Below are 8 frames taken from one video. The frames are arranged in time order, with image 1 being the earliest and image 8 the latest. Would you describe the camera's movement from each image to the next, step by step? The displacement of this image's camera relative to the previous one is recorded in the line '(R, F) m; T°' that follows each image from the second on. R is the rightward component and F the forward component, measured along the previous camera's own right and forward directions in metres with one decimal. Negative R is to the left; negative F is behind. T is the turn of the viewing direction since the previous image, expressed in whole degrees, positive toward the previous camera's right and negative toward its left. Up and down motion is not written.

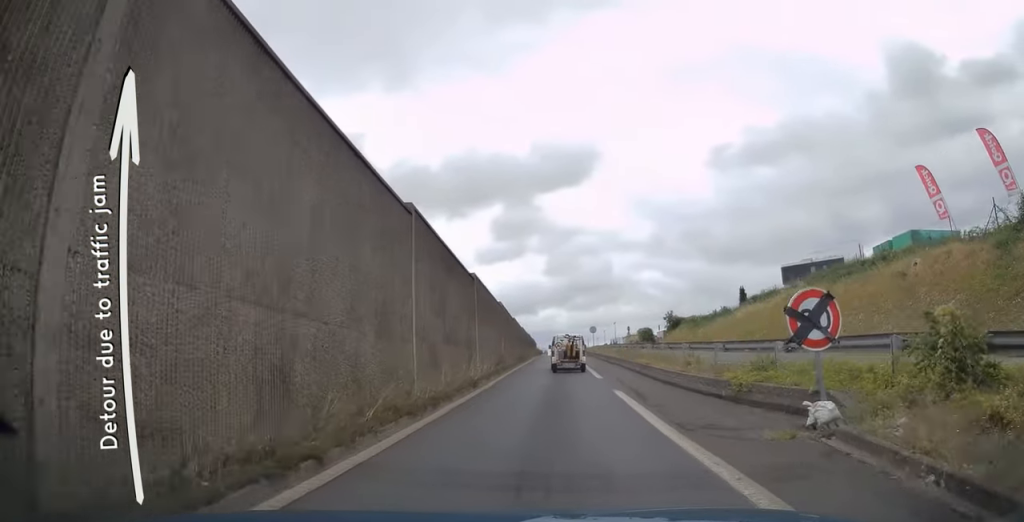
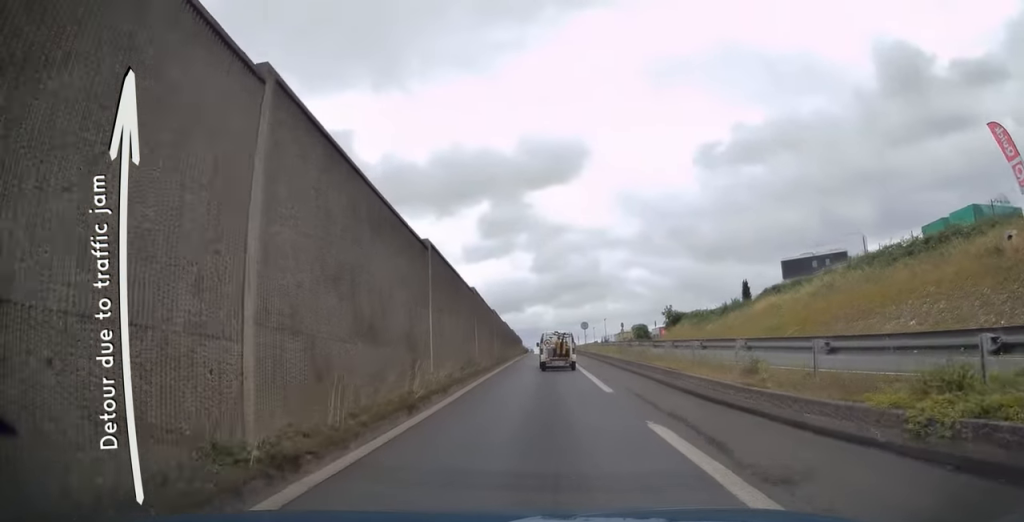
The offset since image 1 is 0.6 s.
(+0.2, +7.1) m; +1°
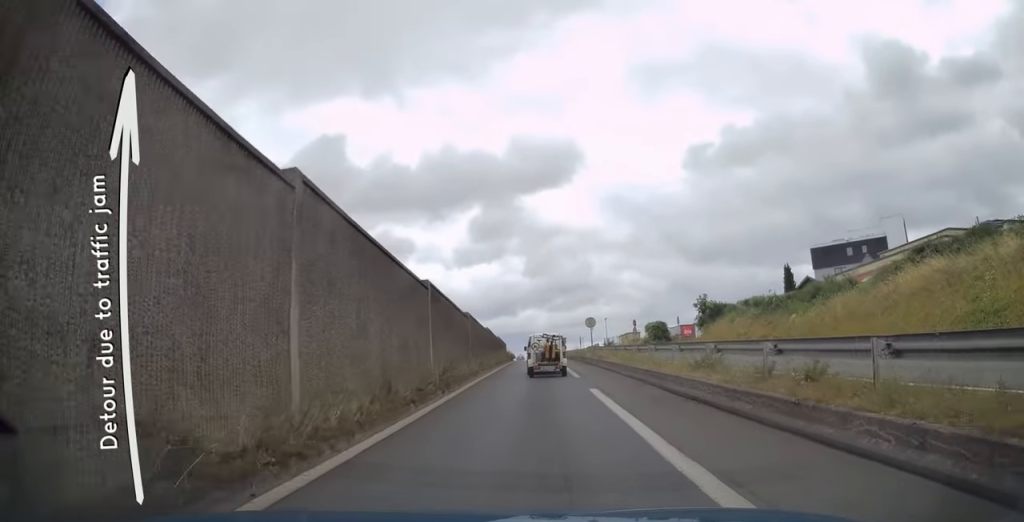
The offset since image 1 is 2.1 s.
(+0.1, +18.6) m; 0°
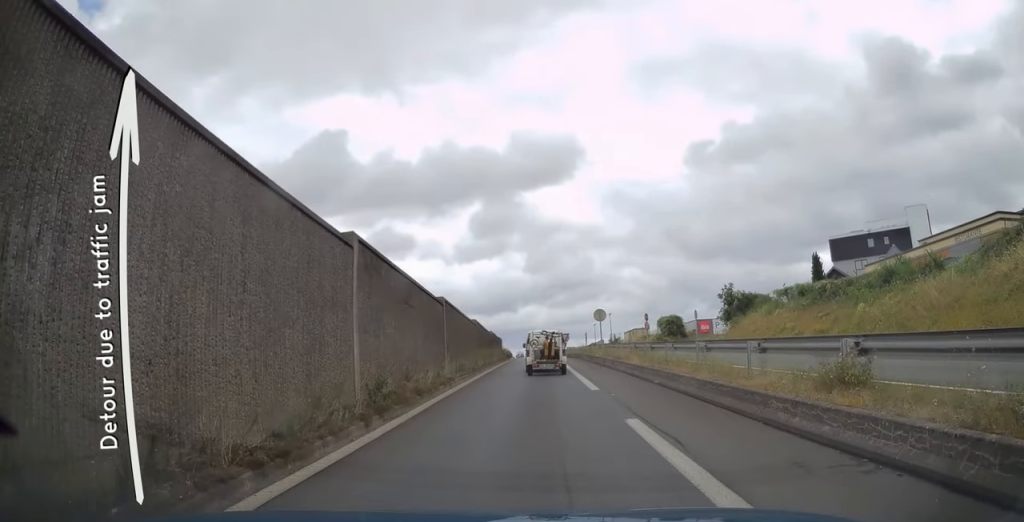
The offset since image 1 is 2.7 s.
(0.0, +7.3) m; 0°
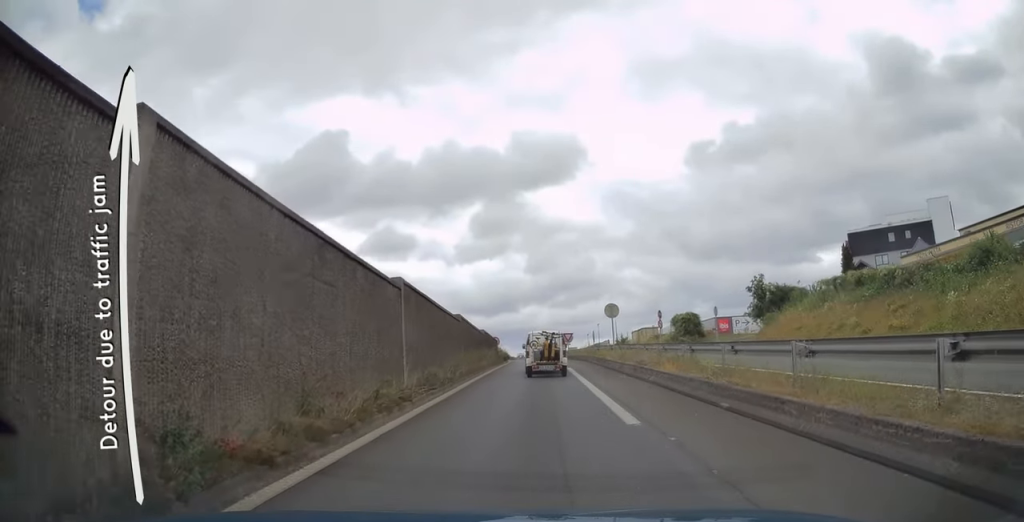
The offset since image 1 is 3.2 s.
(0.0, +6.3) m; 0°
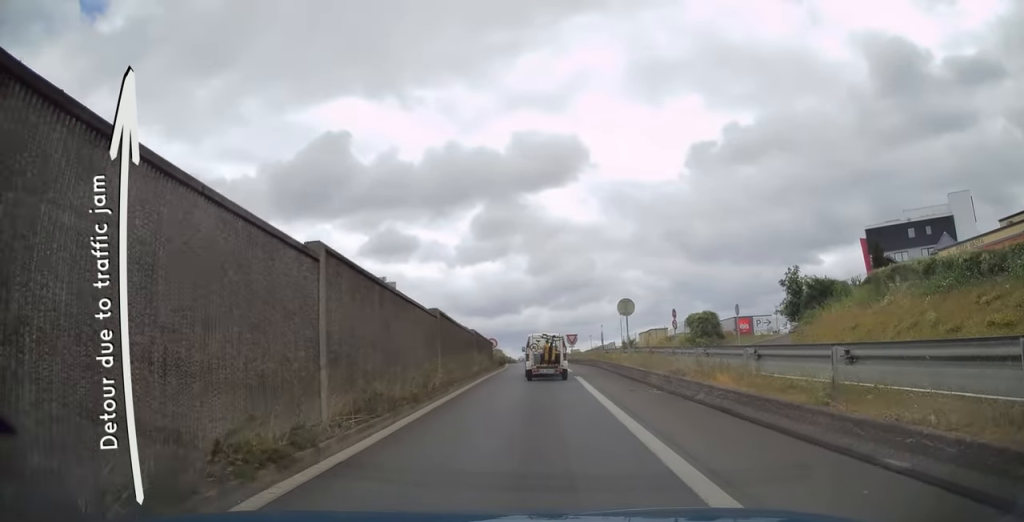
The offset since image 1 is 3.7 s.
(0.0, +5.5) m; 0°
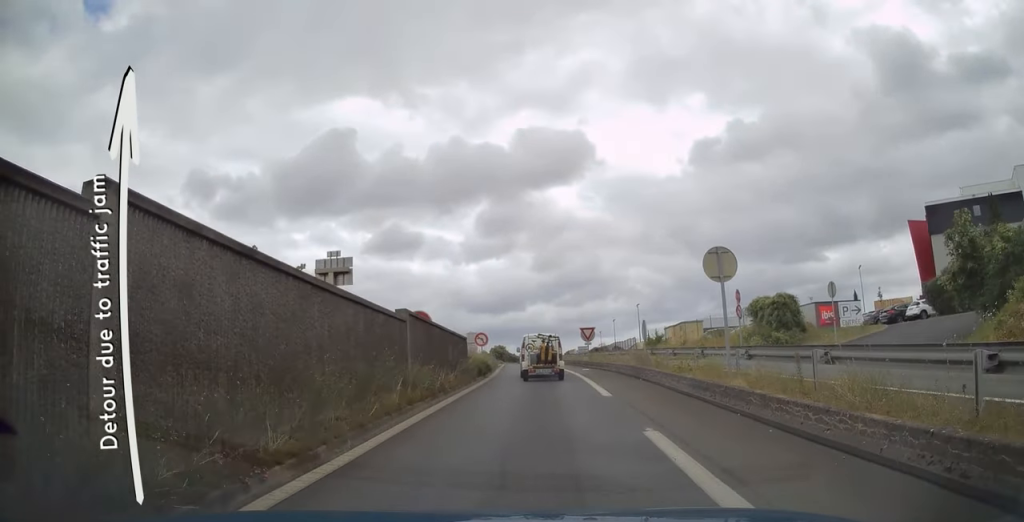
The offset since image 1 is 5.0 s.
(-0.1, +15.2) m; -1°
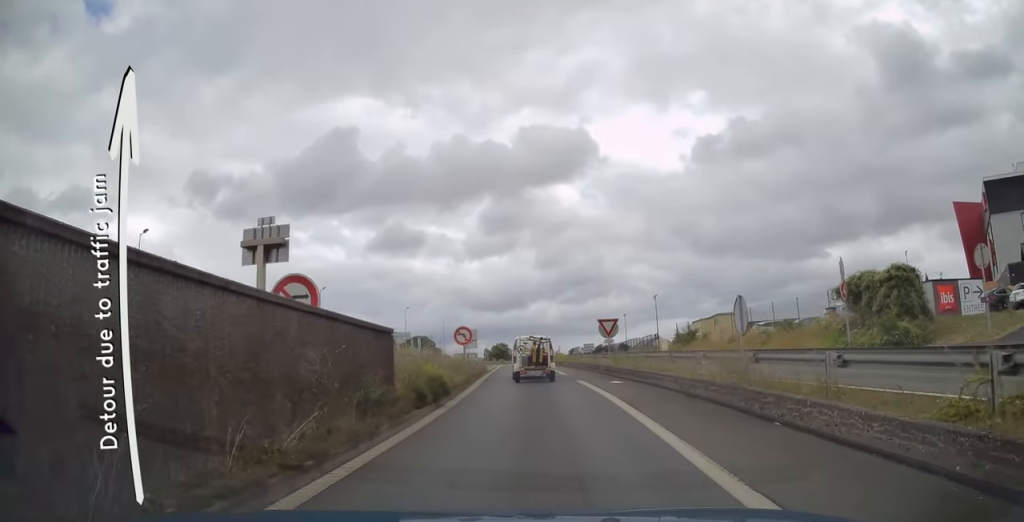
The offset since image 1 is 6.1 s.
(-0.2, +12.3) m; -2°
